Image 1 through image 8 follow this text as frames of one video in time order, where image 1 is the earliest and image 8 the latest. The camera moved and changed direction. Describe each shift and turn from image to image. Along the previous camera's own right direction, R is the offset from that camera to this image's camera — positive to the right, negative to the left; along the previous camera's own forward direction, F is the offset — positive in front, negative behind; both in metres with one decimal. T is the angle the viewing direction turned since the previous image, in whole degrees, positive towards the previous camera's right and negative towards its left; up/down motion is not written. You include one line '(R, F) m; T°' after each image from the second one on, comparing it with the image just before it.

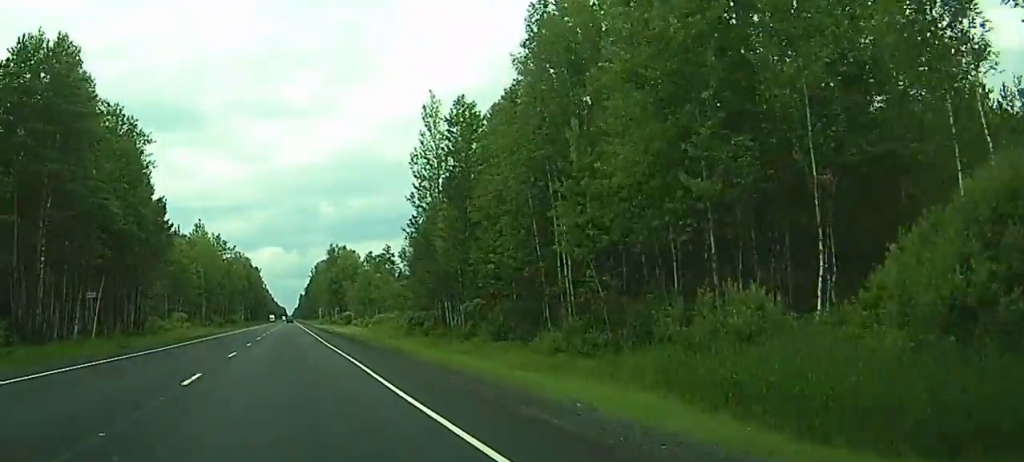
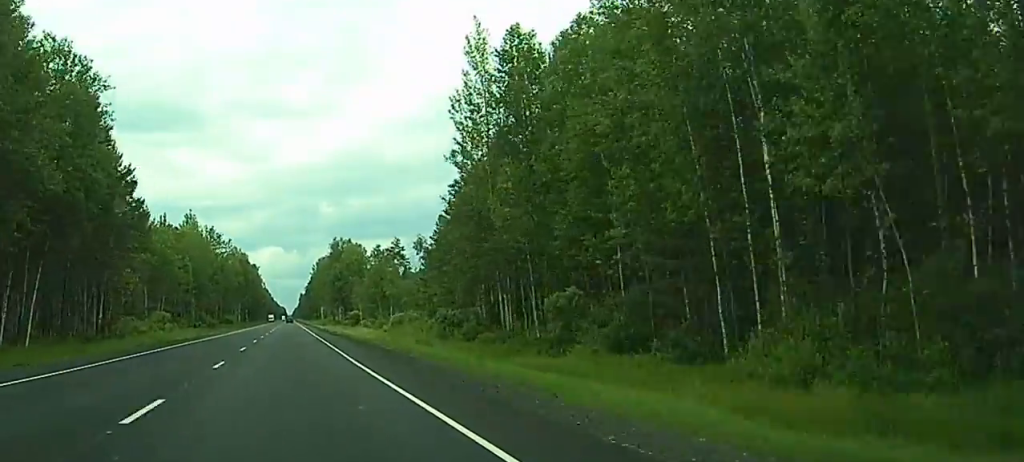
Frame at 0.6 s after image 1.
(-0.1, +18.0) m; 0°
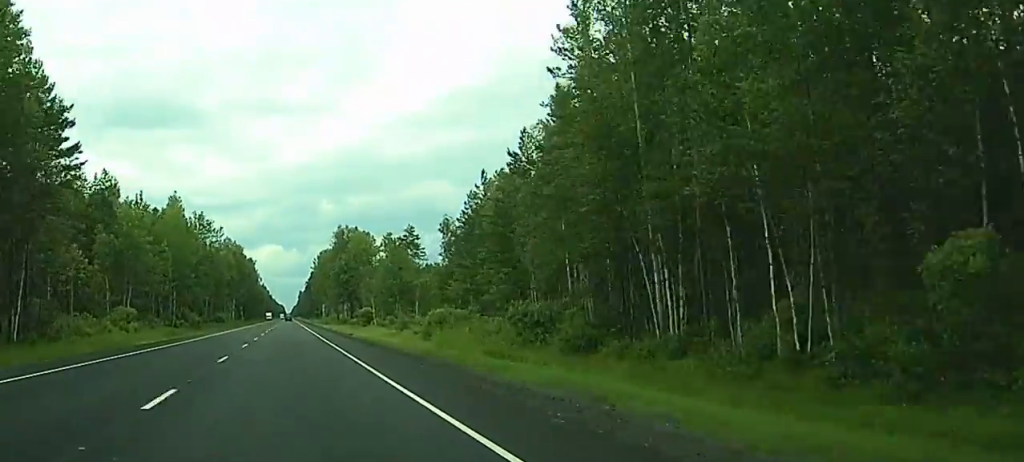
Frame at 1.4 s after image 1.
(+0.2, +22.8) m; +1°
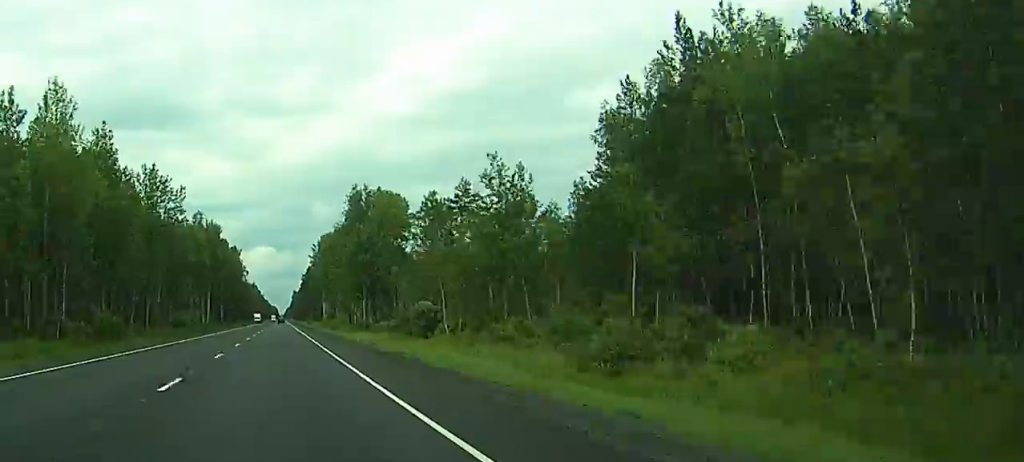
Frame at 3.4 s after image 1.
(0.0, +56.9) m; 0°
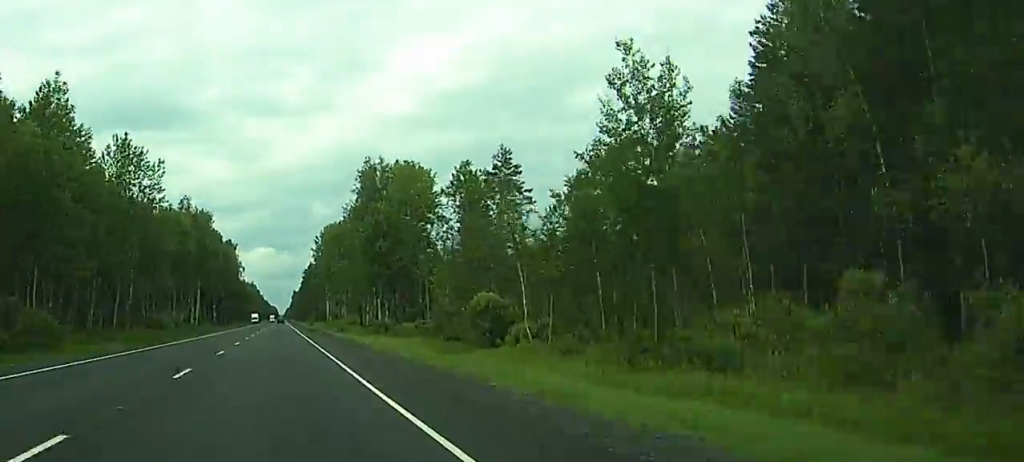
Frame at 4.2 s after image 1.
(+0.1, +20.9) m; 0°
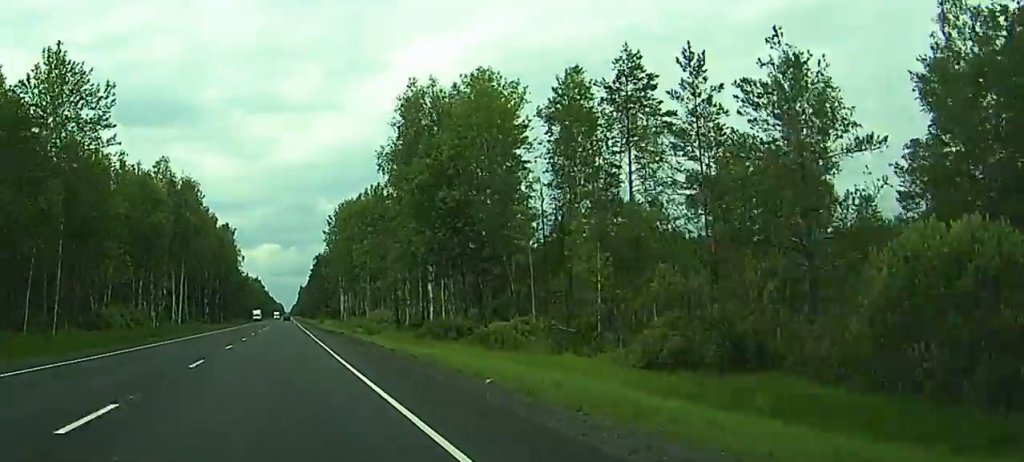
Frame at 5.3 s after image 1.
(+0.2, +33.2) m; 0°
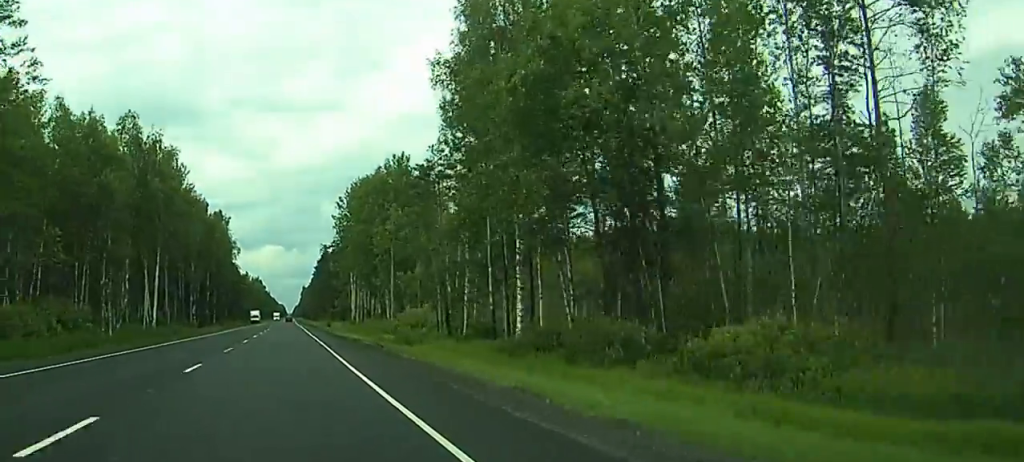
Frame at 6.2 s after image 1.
(-0.2, +25.6) m; 0°
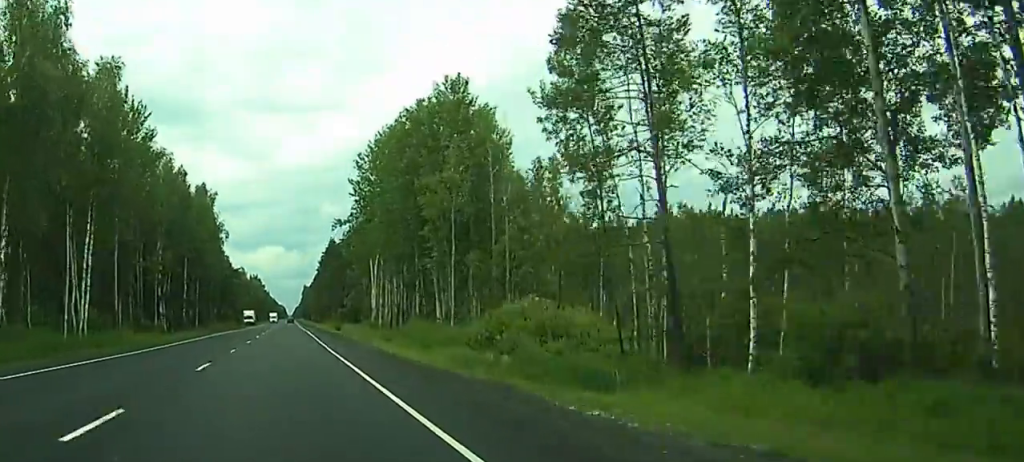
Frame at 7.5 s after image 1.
(-0.1, +35.1) m; 0°
